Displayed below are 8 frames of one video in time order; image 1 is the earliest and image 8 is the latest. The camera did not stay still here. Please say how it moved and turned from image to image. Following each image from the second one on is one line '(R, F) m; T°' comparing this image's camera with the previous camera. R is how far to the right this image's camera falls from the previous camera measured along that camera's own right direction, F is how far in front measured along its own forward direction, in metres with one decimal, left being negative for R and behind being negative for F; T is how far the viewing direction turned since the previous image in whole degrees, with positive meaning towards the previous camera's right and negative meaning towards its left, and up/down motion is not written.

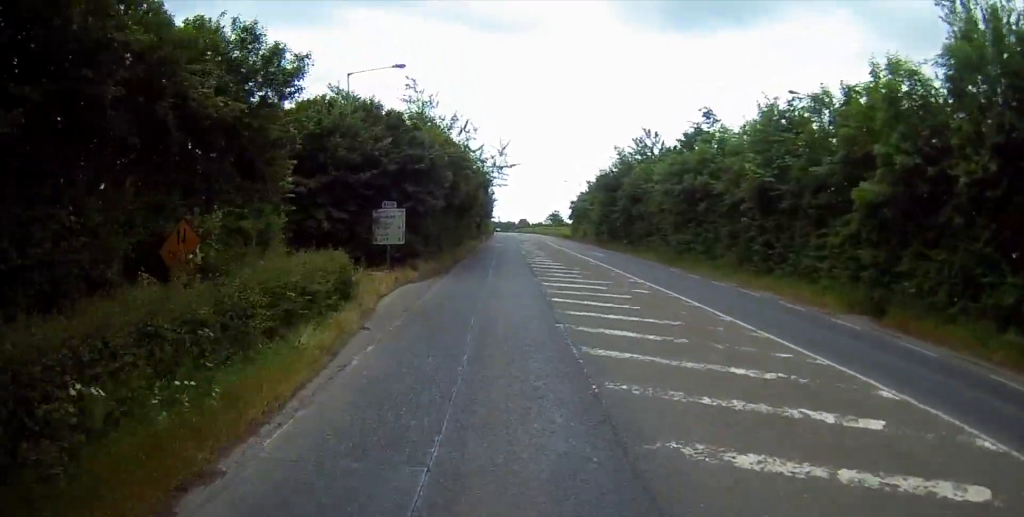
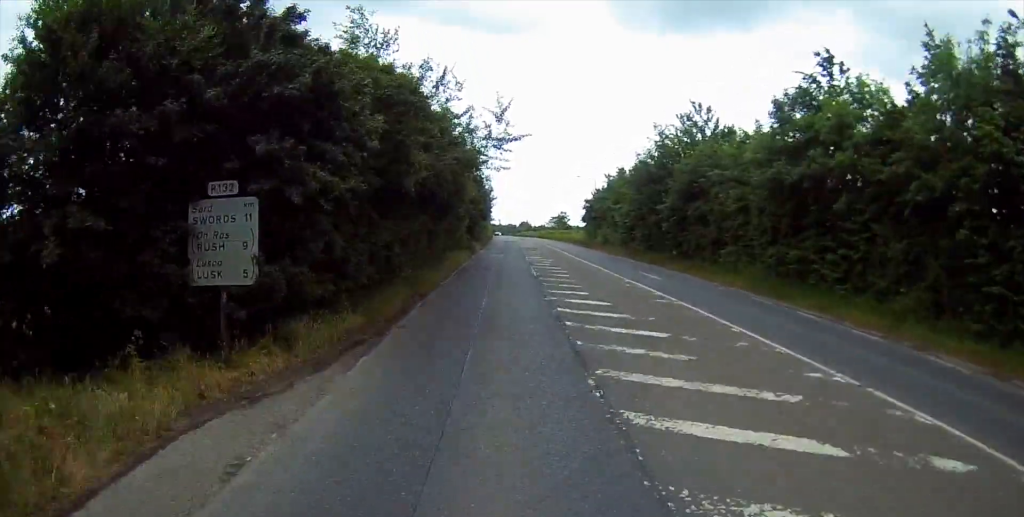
(+0.1, +17.6) m; 0°
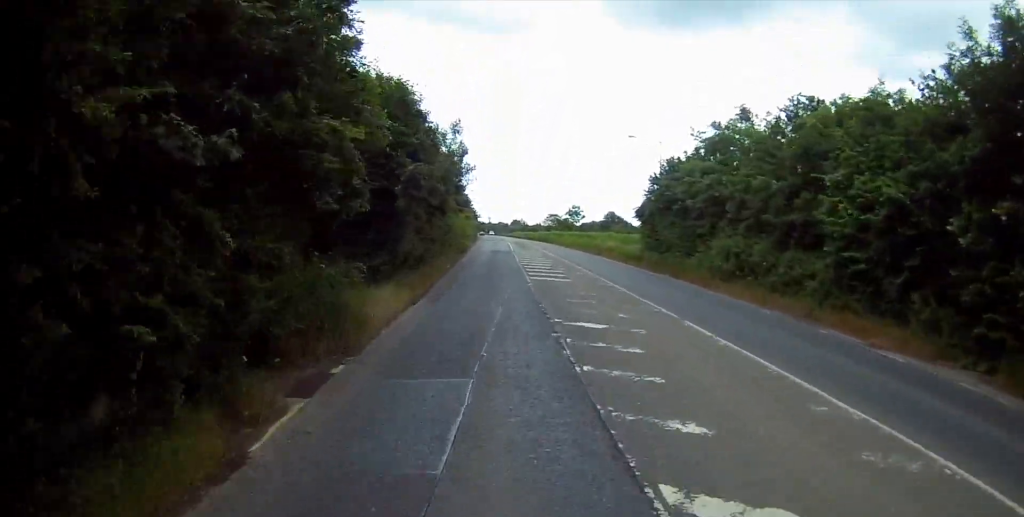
(-0.1, +42.6) m; 0°
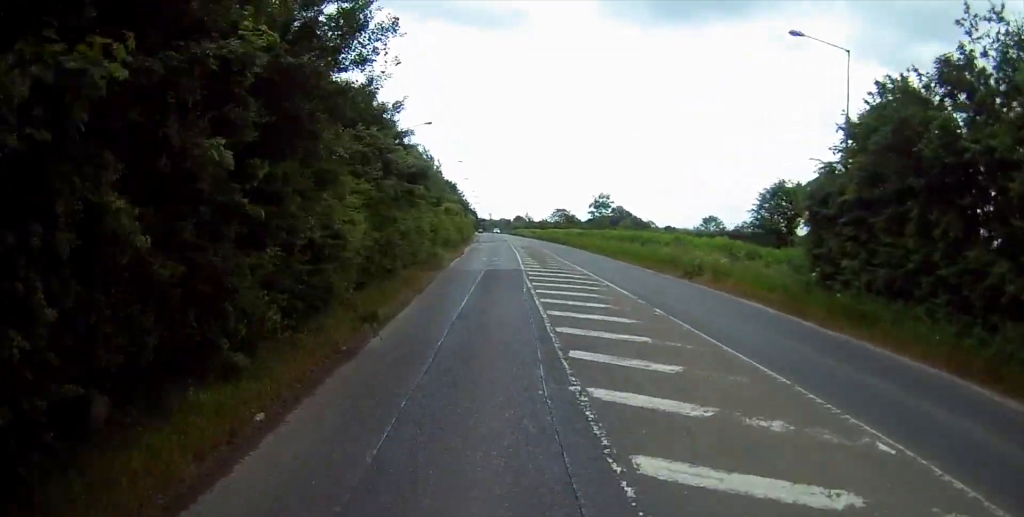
(+0.2, +28.4) m; 0°
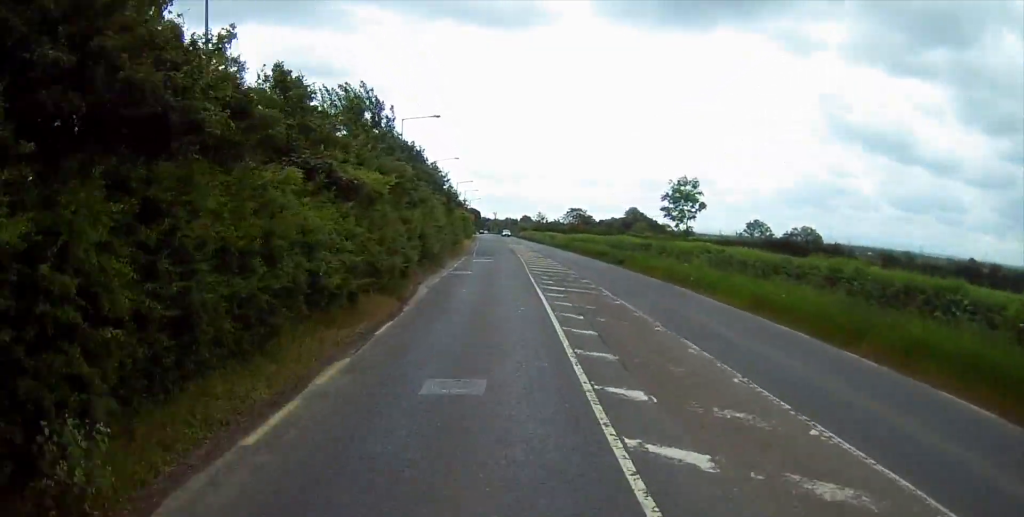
(-0.3, +34.2) m; 0°
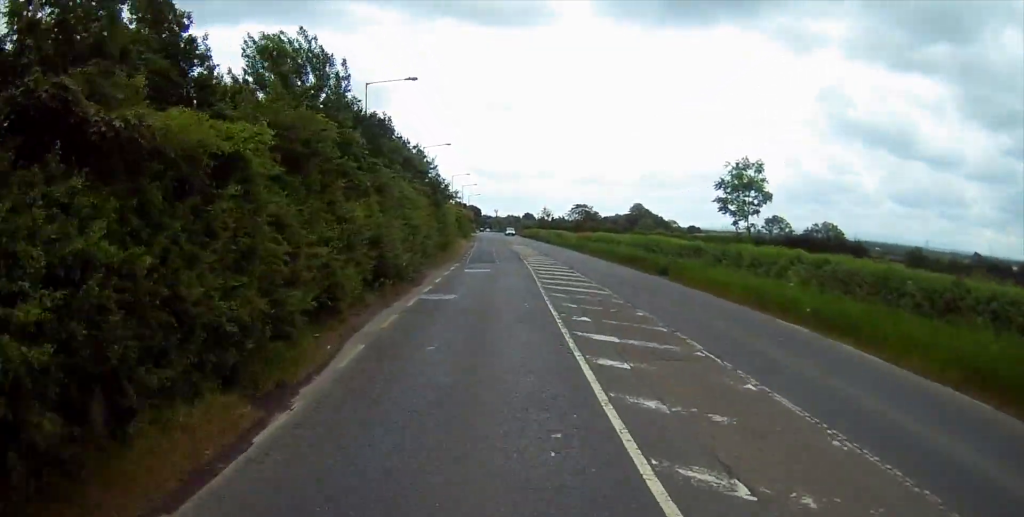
(-0.1, +11.8) m; +1°
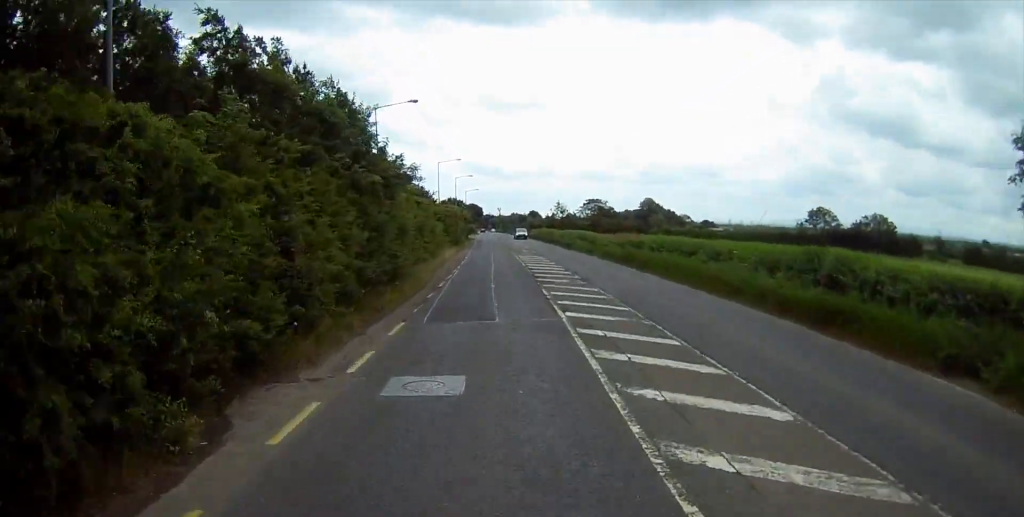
(+0.5, +23.6) m; 0°
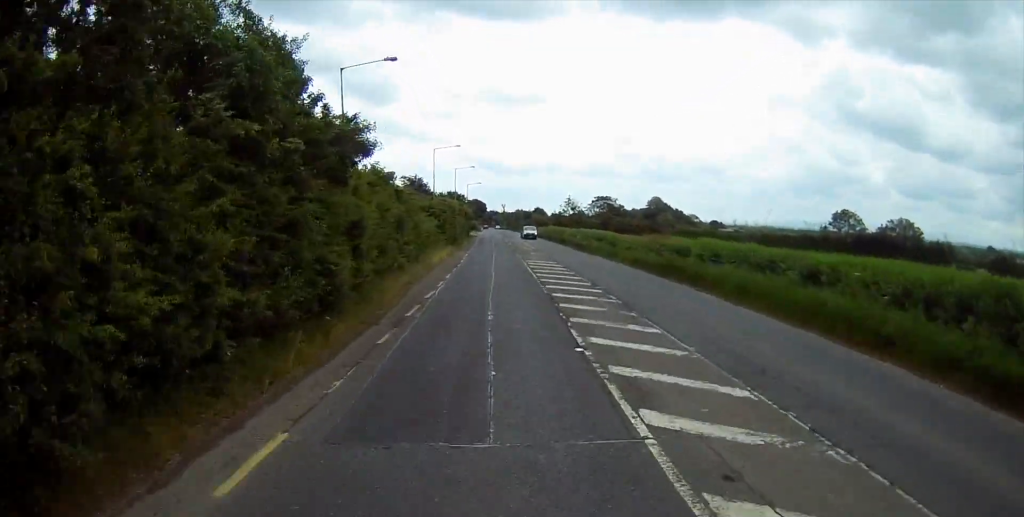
(-0.2, +9.6) m; -1°
